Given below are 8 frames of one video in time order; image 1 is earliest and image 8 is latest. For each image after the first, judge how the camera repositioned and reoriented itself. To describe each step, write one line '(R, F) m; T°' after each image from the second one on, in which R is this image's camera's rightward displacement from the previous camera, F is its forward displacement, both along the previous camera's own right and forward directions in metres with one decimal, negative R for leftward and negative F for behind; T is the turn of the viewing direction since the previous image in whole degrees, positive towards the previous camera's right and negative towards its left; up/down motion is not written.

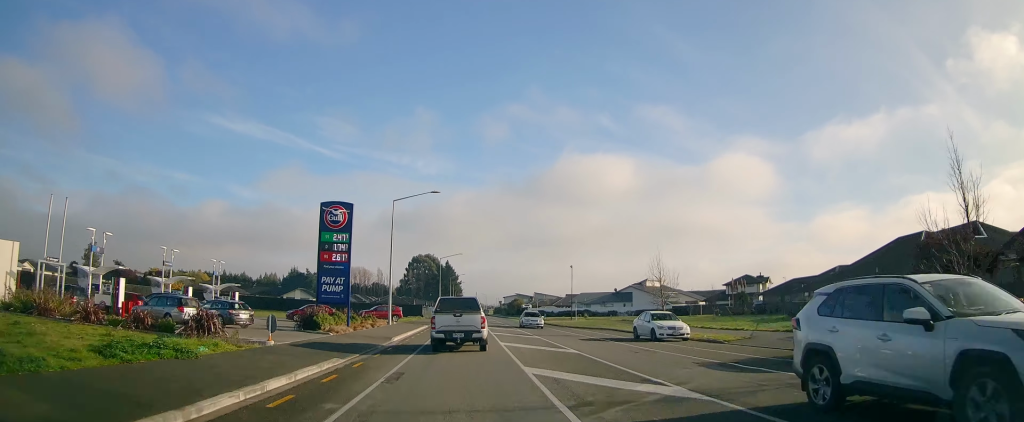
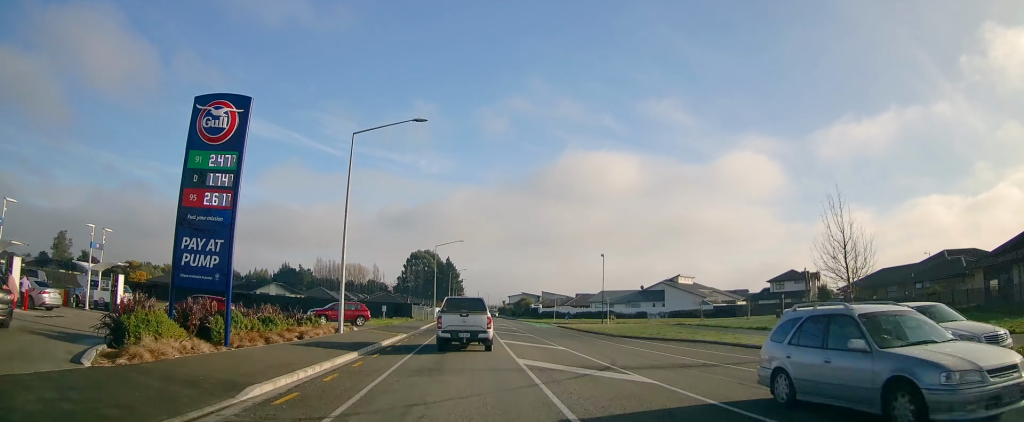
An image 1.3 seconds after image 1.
(-0.3, +17.4) m; -1°
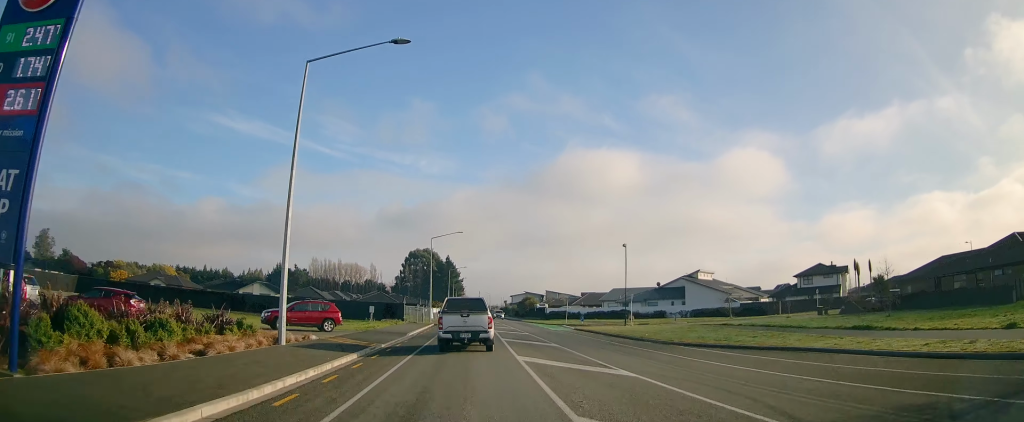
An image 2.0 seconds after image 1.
(-0.2, +8.7) m; 0°
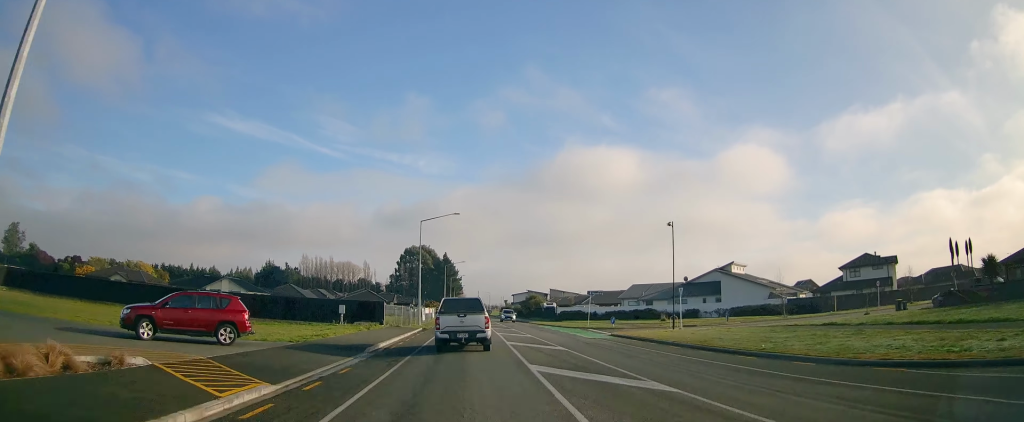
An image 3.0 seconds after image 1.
(+0.3, +12.7) m; +1°
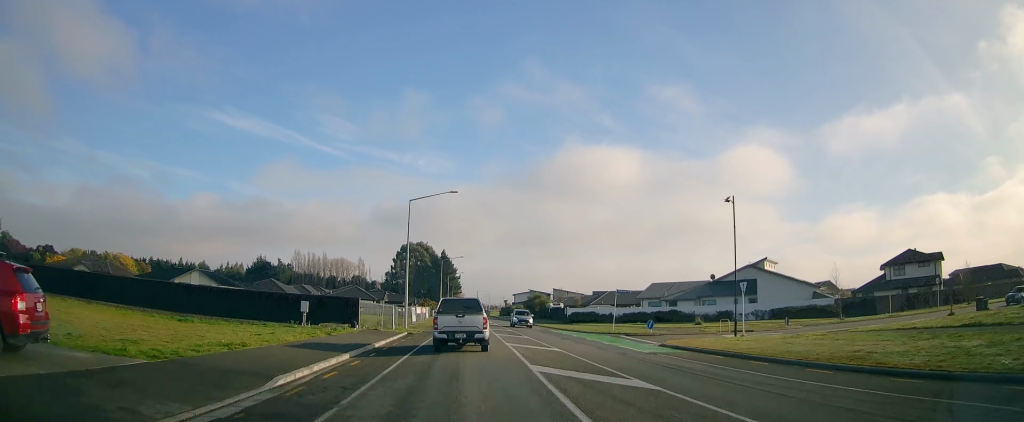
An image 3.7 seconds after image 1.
(0.0, +9.8) m; 0°
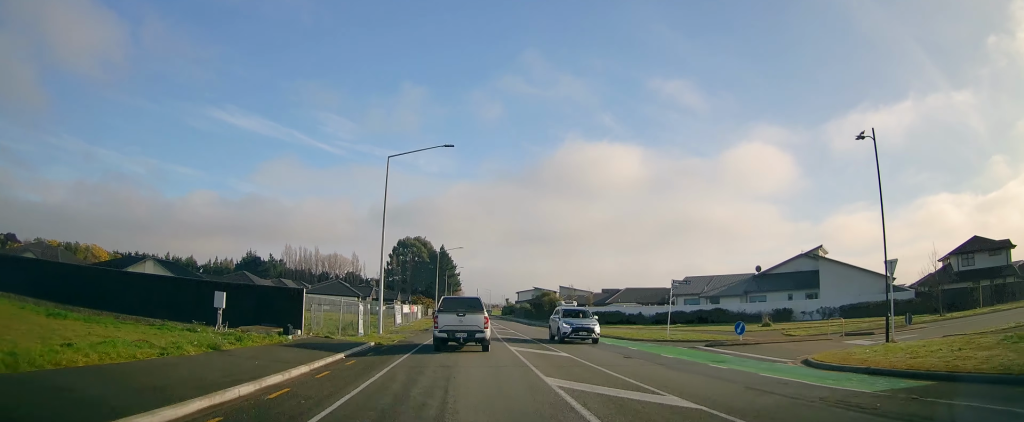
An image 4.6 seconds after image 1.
(0.0, +12.1) m; 0°
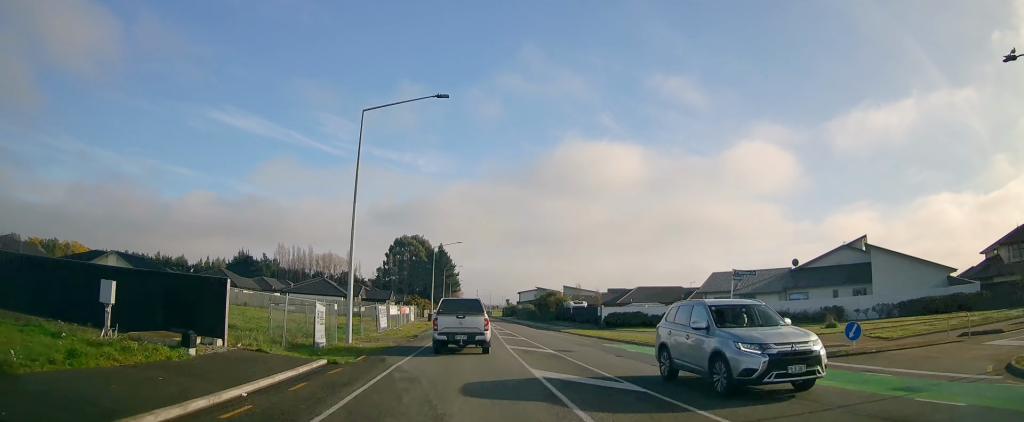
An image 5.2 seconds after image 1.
(0.0, +7.8) m; 0°
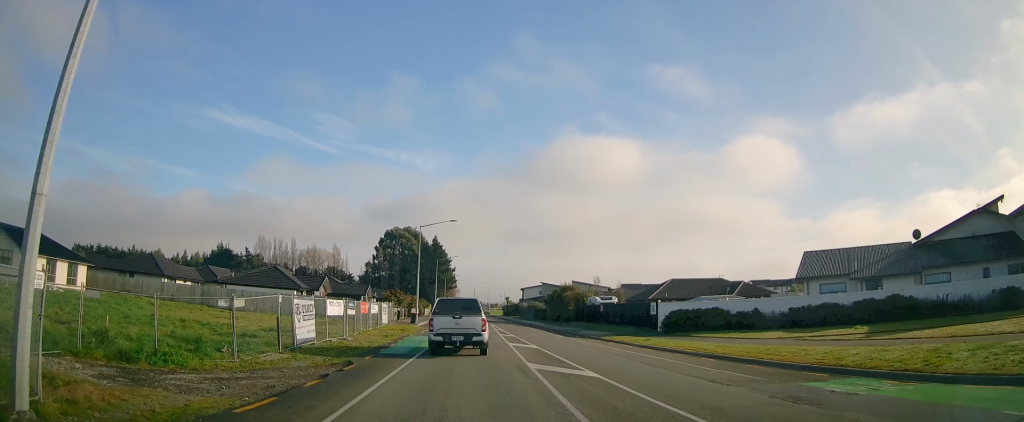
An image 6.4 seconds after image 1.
(-0.3, +17.7) m; -1°
